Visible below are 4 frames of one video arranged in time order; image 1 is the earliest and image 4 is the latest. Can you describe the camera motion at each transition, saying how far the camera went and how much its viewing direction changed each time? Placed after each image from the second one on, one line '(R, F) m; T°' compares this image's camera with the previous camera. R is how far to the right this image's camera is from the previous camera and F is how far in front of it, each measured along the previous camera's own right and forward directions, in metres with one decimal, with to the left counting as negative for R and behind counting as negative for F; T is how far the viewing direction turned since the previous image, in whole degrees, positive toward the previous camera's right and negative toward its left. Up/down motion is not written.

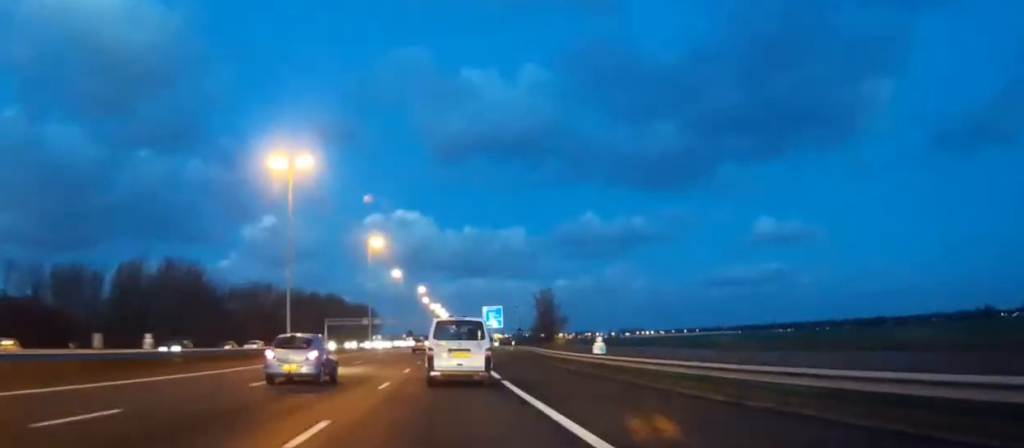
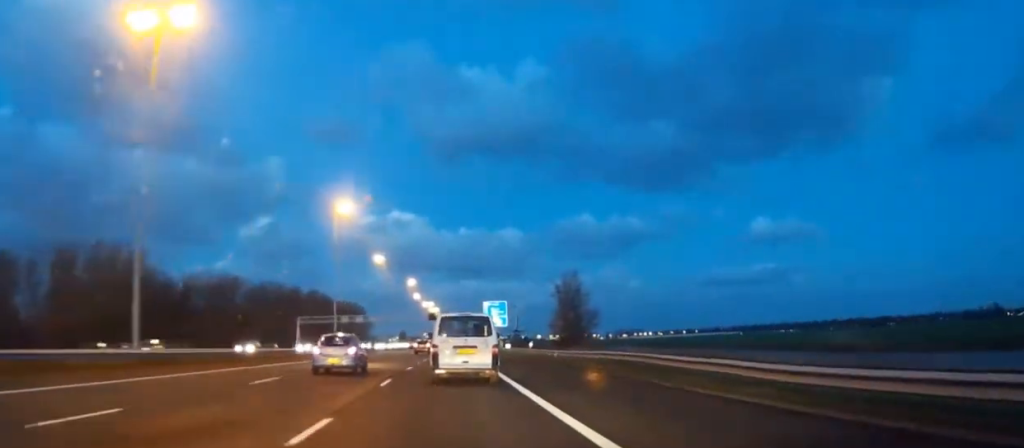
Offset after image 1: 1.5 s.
(+0.2, +35.9) m; +1°
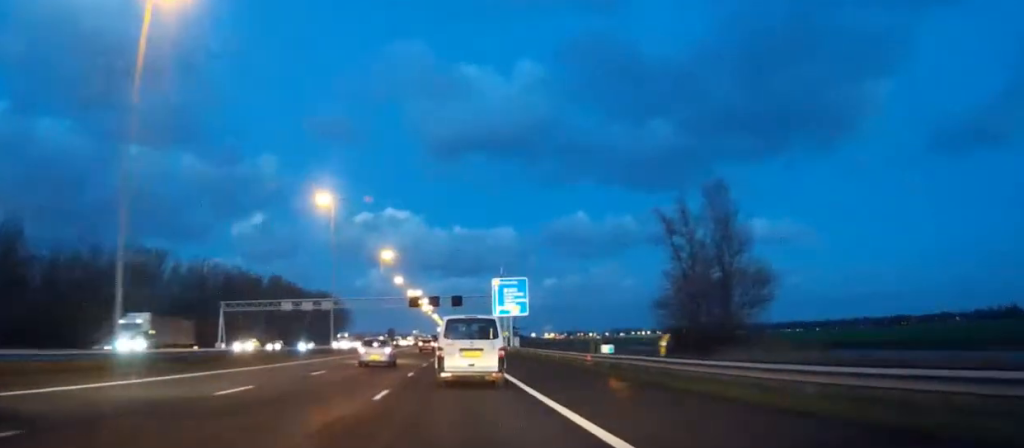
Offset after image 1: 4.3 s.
(+0.7, +63.6) m; +1°
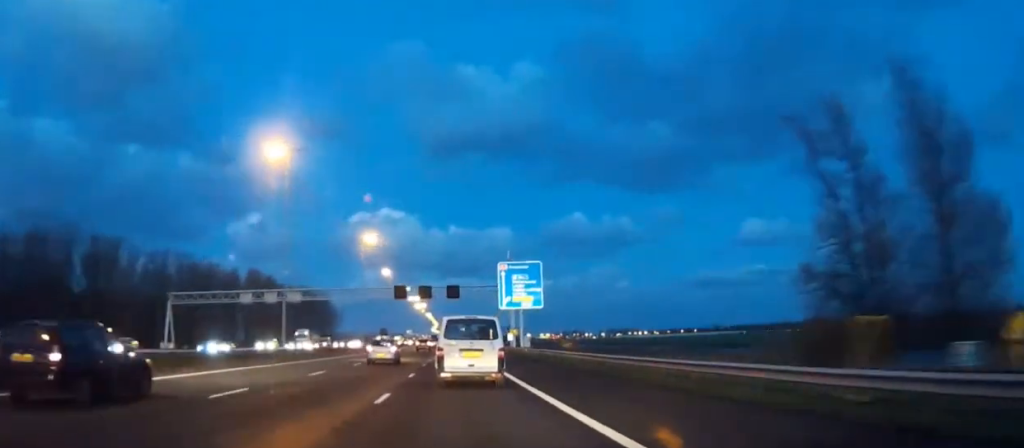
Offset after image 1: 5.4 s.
(0.0, +25.0) m; +1°
